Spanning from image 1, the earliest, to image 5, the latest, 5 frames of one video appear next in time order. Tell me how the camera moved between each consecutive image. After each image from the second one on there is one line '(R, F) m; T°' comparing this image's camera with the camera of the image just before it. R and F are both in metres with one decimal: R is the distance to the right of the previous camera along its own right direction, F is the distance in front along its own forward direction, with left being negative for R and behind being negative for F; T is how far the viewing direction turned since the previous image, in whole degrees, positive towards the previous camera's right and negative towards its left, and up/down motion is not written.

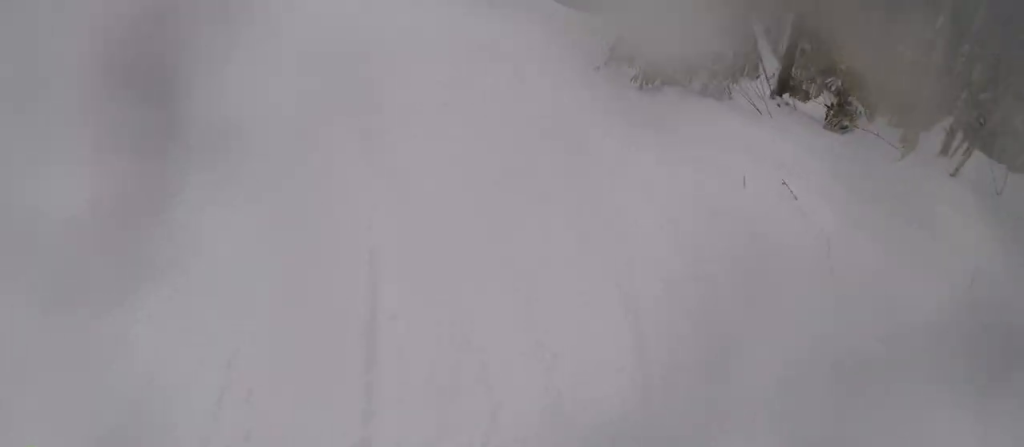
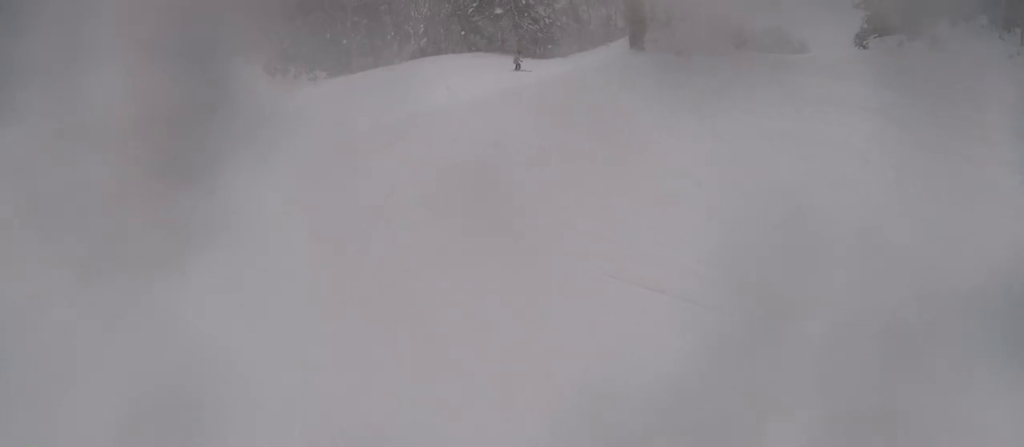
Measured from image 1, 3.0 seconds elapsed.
(+0.6, +20.8) m; +14°
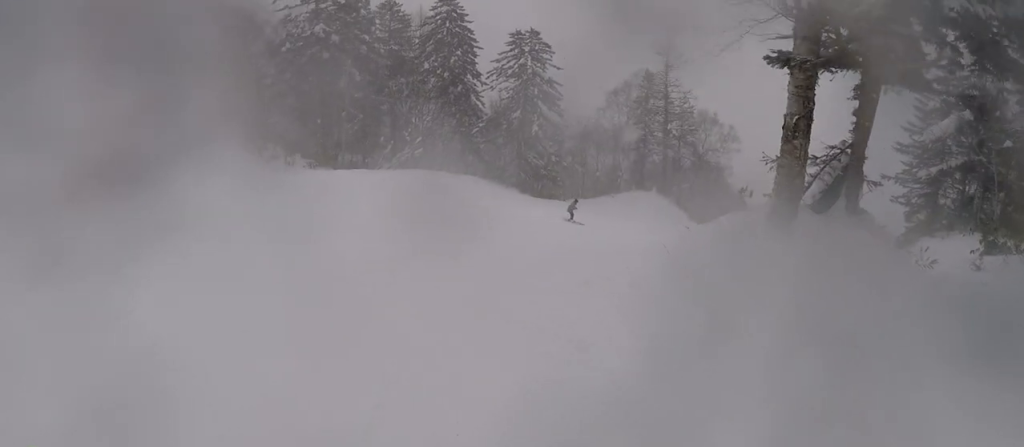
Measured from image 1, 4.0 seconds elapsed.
(0.0, +6.9) m; 0°
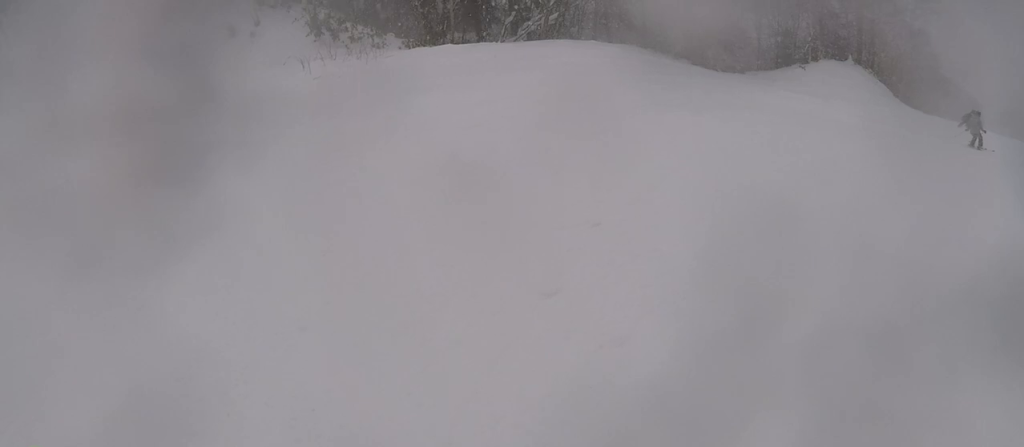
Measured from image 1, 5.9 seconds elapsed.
(0.0, +12.5) m; +6°
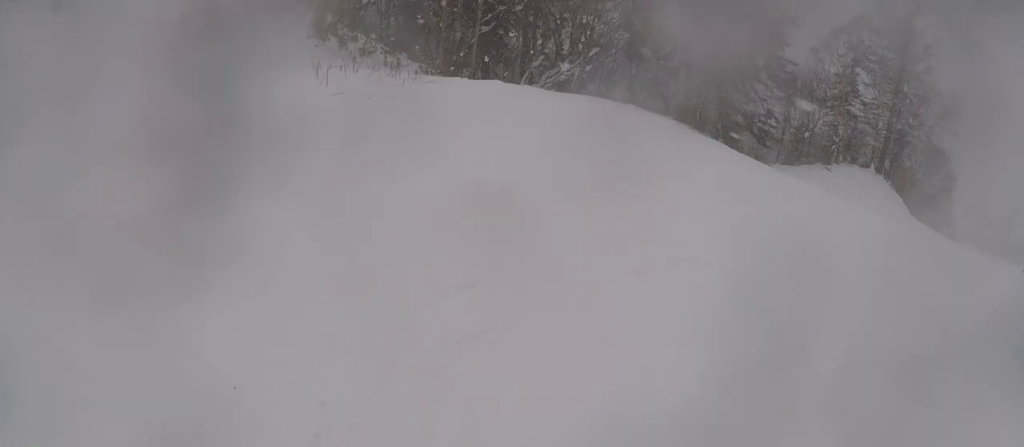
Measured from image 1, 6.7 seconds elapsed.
(+0.3, +5.2) m; +14°
